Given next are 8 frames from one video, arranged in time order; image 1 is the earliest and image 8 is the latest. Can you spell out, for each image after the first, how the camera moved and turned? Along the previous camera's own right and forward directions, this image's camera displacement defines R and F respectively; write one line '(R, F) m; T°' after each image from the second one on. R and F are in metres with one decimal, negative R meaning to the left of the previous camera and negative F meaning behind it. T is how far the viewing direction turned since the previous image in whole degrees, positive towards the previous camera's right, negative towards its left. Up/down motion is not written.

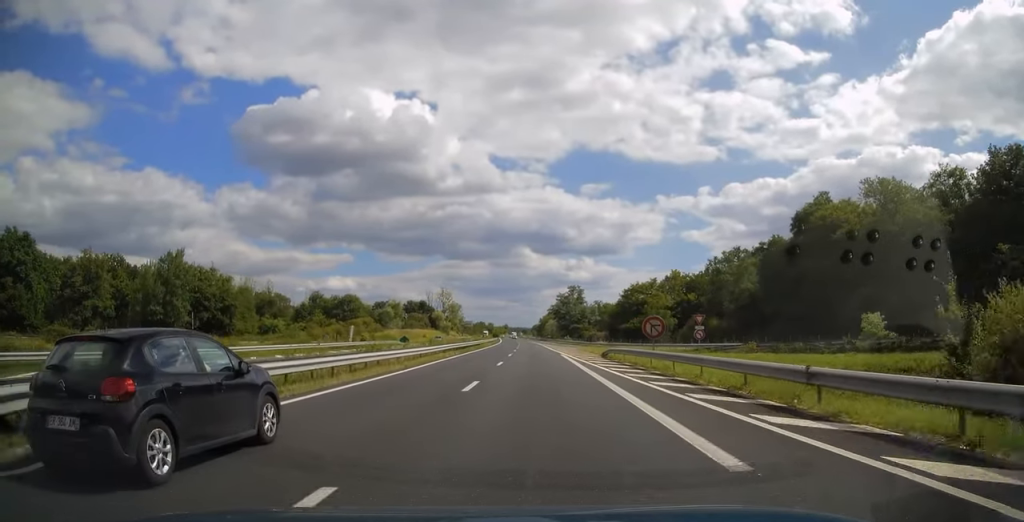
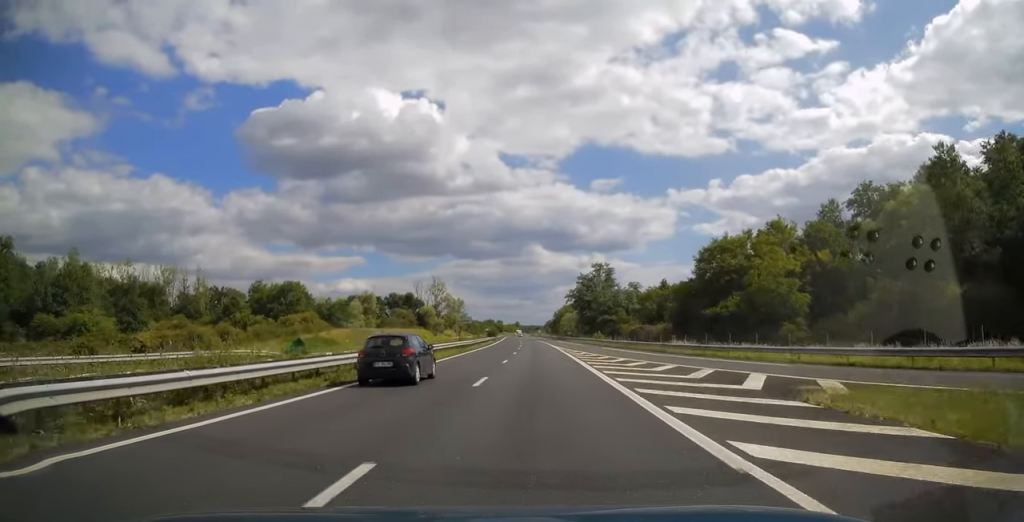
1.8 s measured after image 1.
(-0.4, +51.8) m; -1°
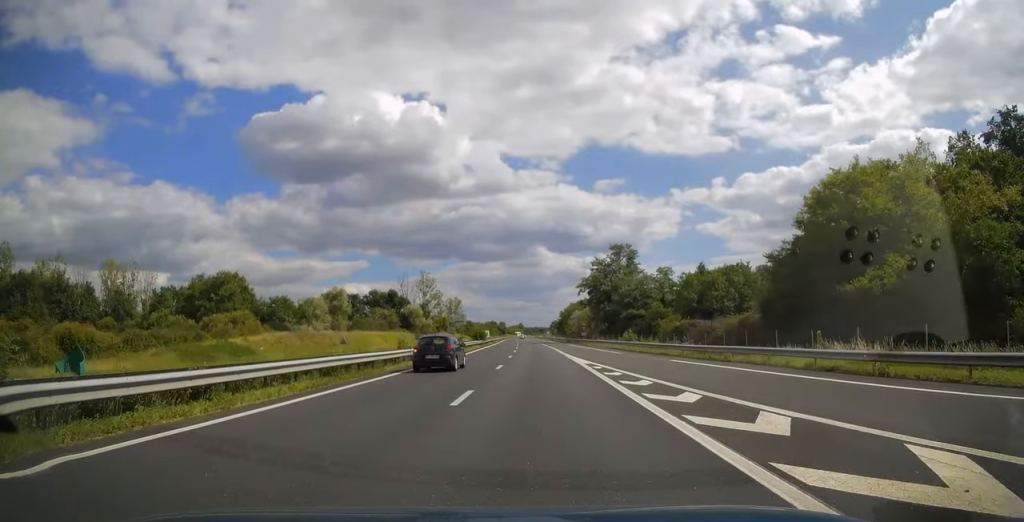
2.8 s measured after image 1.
(-0.2, +30.1) m; -1°
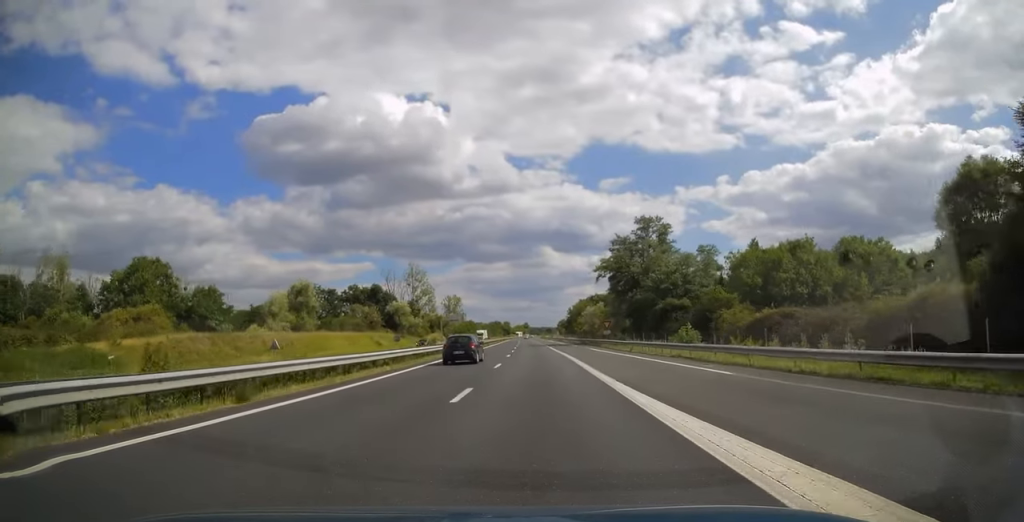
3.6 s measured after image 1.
(-0.1, +25.2) m; -1°
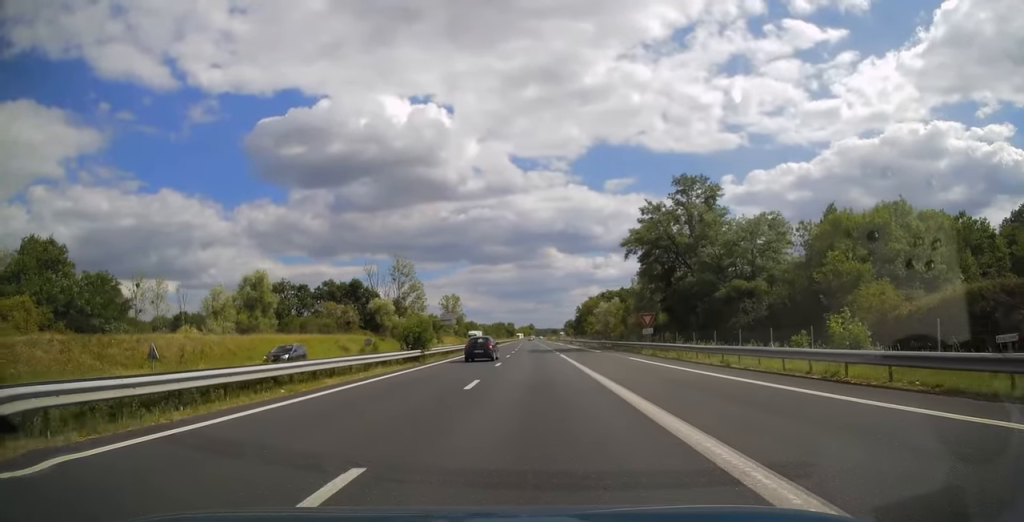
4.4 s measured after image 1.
(-0.1, +22.7) m; 0°
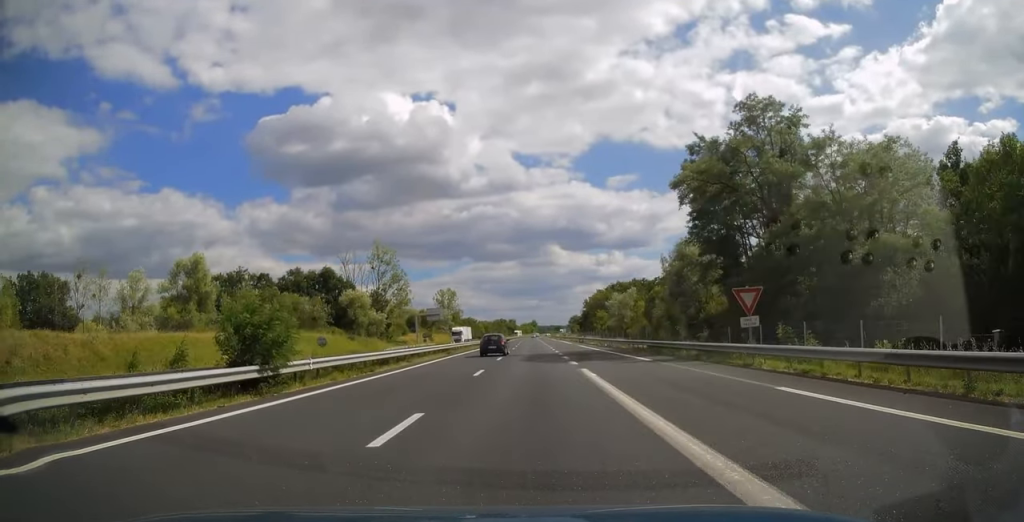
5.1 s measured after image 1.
(-0.1, +21.2) m; 0°
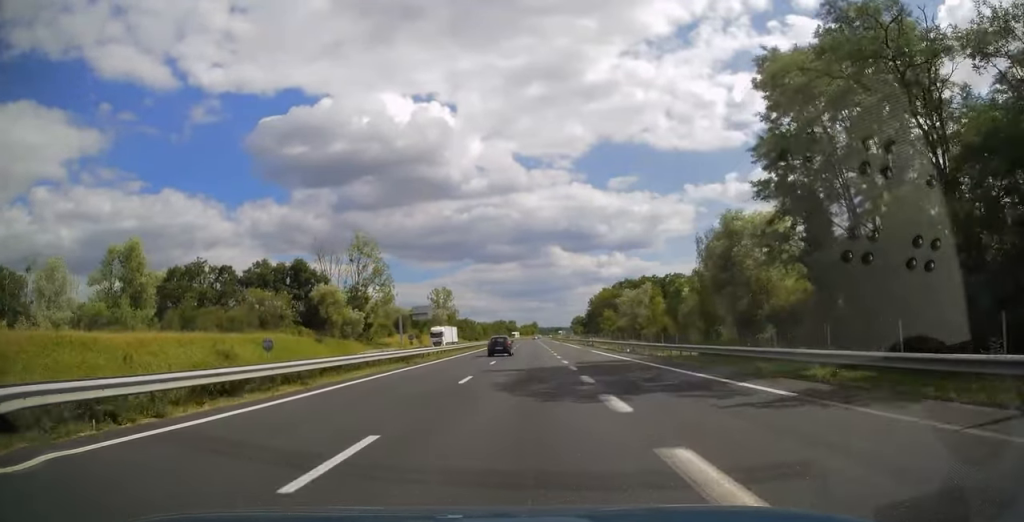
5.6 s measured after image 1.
(0.0, +15.3) m; 0°
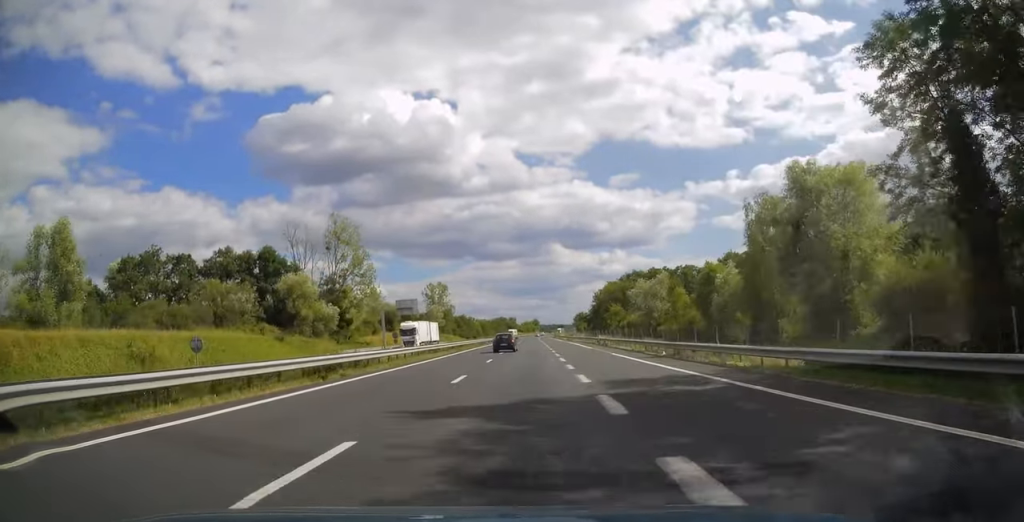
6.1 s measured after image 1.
(0.0, +13.3) m; 0°
